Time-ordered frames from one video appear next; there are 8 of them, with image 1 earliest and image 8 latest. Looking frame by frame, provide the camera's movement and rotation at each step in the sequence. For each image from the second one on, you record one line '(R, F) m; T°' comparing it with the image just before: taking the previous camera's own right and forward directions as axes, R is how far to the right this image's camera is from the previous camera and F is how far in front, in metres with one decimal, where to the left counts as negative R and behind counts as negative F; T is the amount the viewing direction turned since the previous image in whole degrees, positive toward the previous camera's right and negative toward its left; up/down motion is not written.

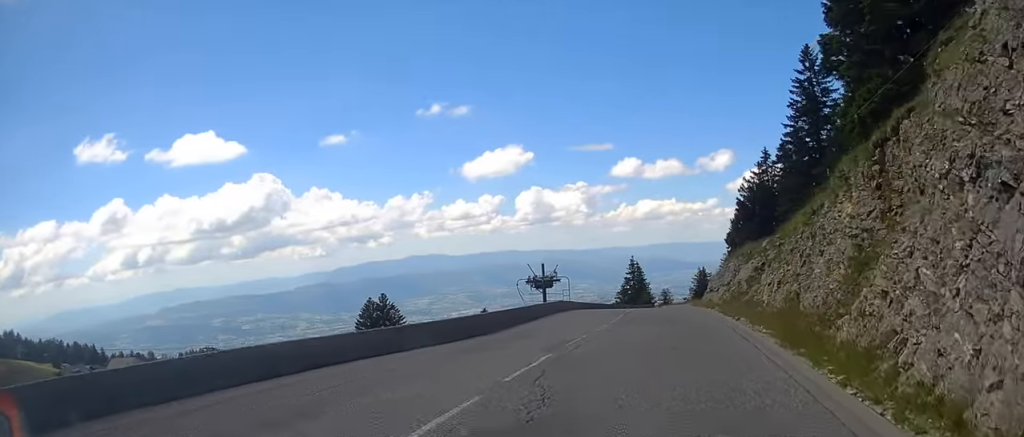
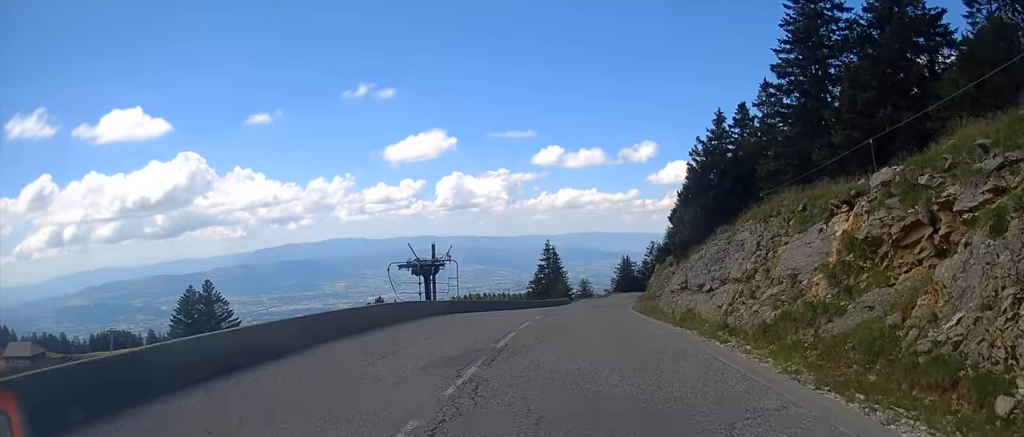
(+1.5, +19.2) m; +4°
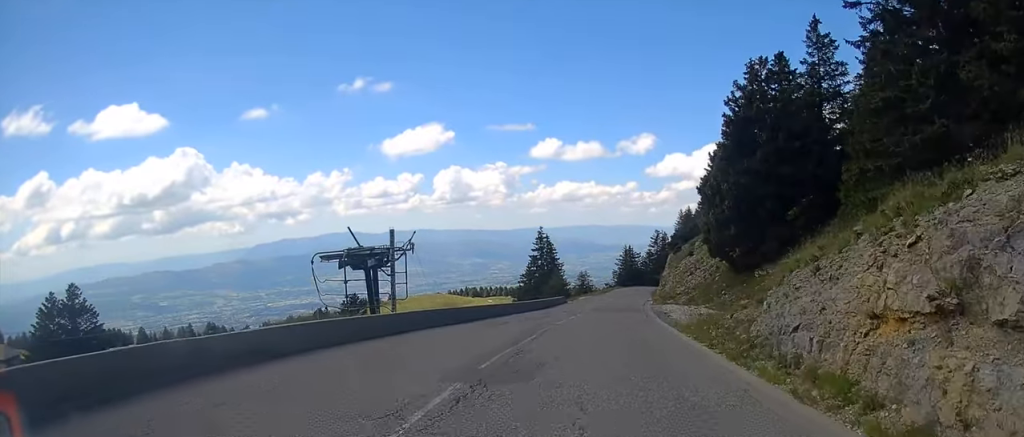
(-0.5, +15.5) m; -1°
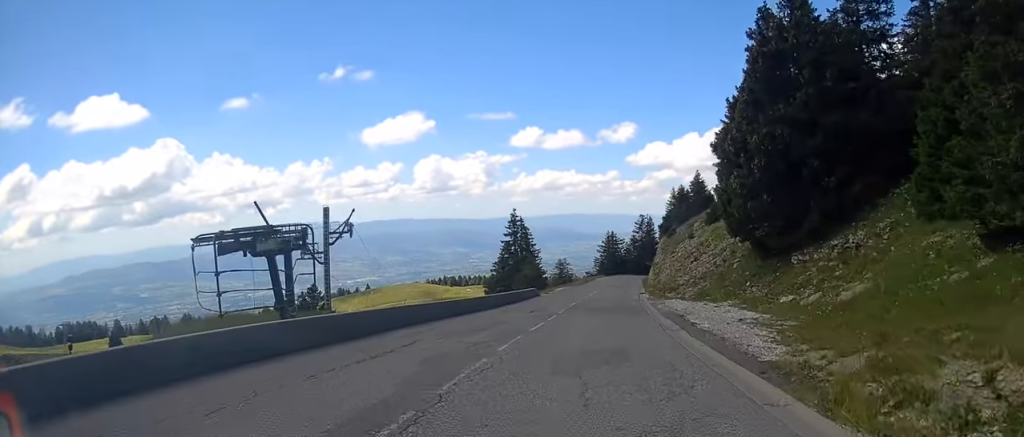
(+0.4, +11.4) m; +4°
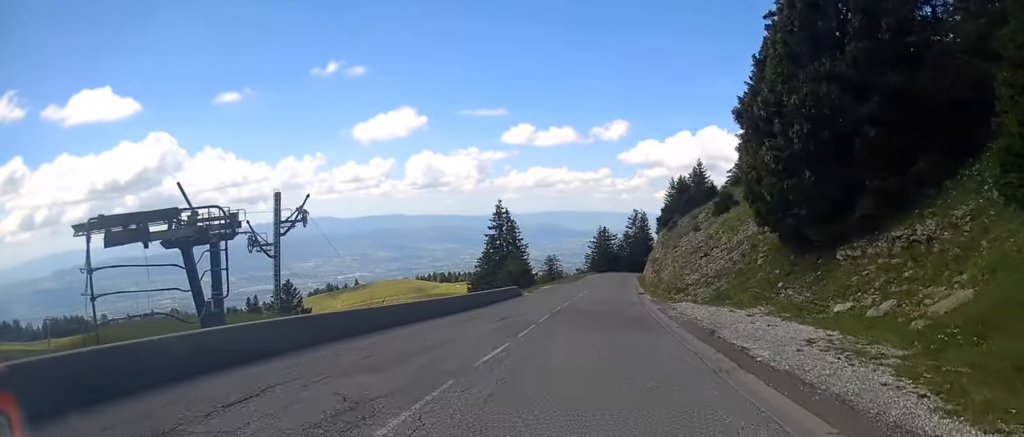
(+0.3, +7.0) m; +1°
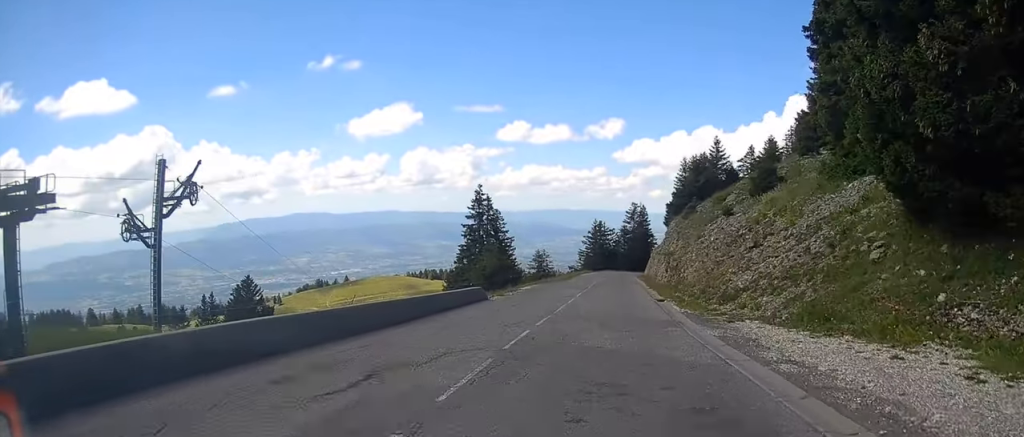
(+0.2, +12.4) m; +1°
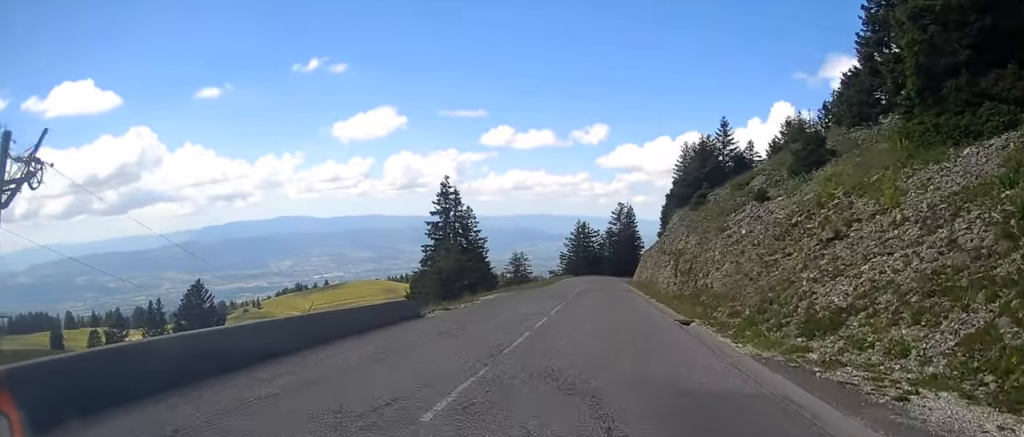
(0.0, +9.7) m; 0°
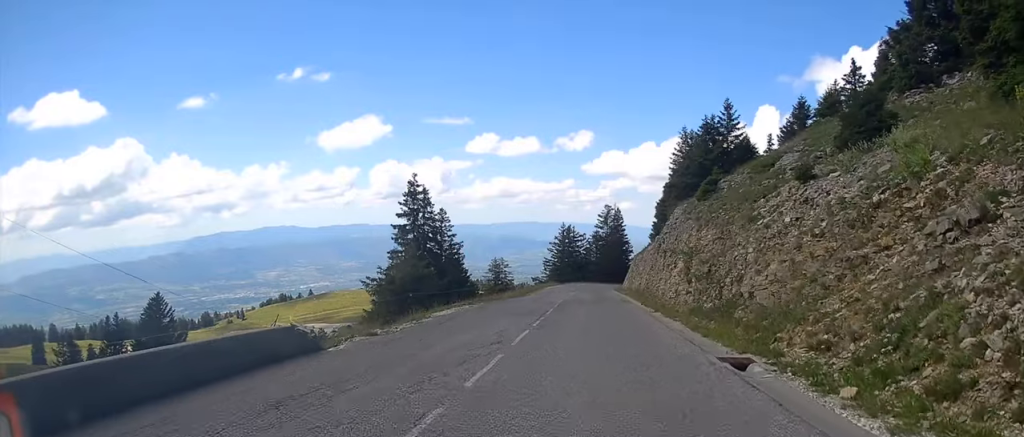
(0.0, +6.8) m; 0°
